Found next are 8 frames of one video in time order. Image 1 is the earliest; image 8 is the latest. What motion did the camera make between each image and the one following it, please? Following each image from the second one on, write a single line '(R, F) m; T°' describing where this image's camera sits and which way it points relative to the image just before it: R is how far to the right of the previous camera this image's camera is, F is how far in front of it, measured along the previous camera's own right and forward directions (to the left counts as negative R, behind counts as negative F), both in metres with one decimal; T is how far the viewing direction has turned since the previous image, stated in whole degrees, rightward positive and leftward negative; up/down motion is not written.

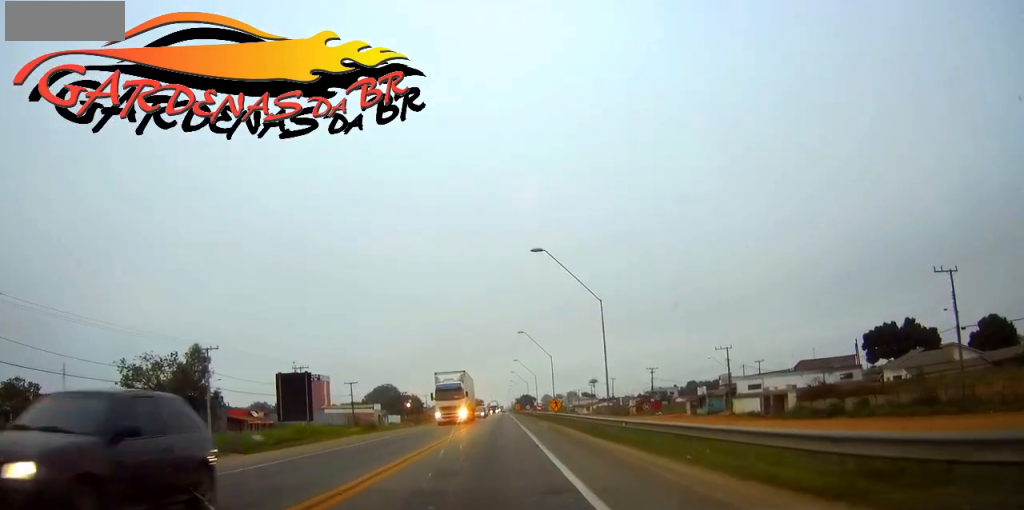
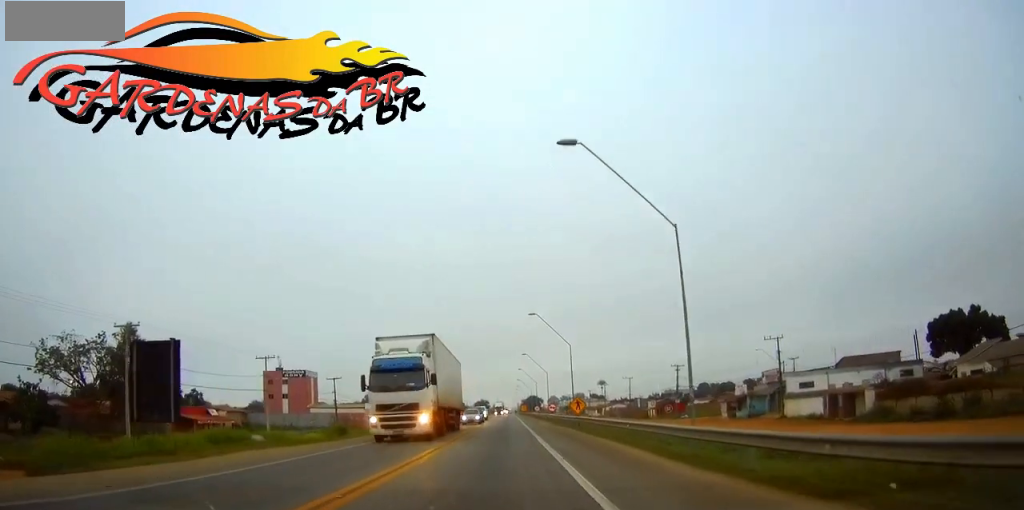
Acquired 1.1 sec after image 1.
(0.0, +16.0) m; 0°
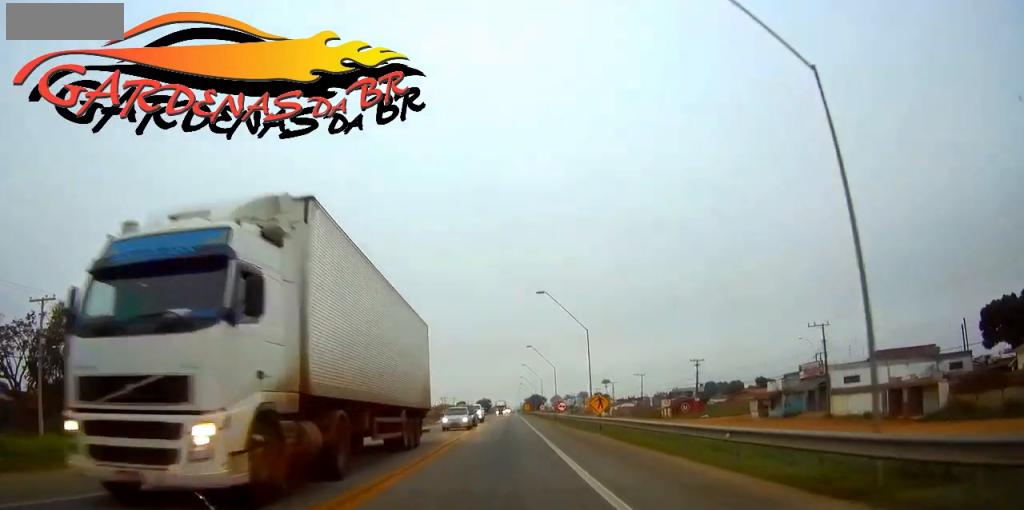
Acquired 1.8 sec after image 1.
(0.0, +11.2) m; 0°
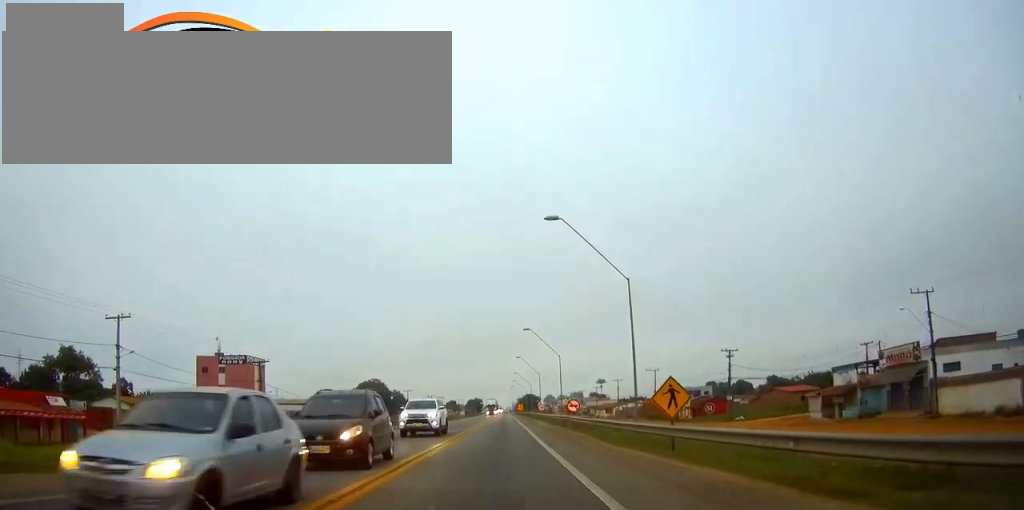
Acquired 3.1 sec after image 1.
(0.0, +19.9) m; 0°
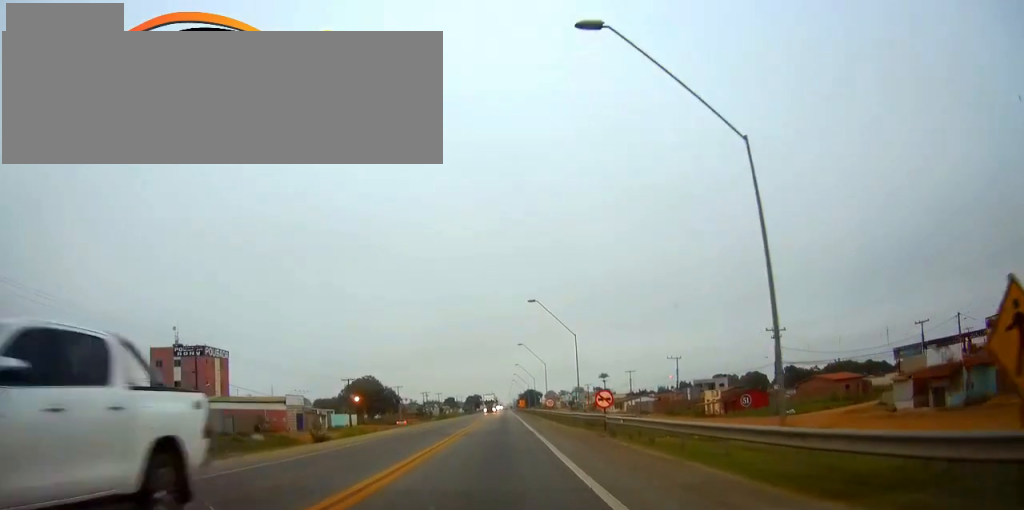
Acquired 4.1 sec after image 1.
(0.0, +16.4) m; 0°
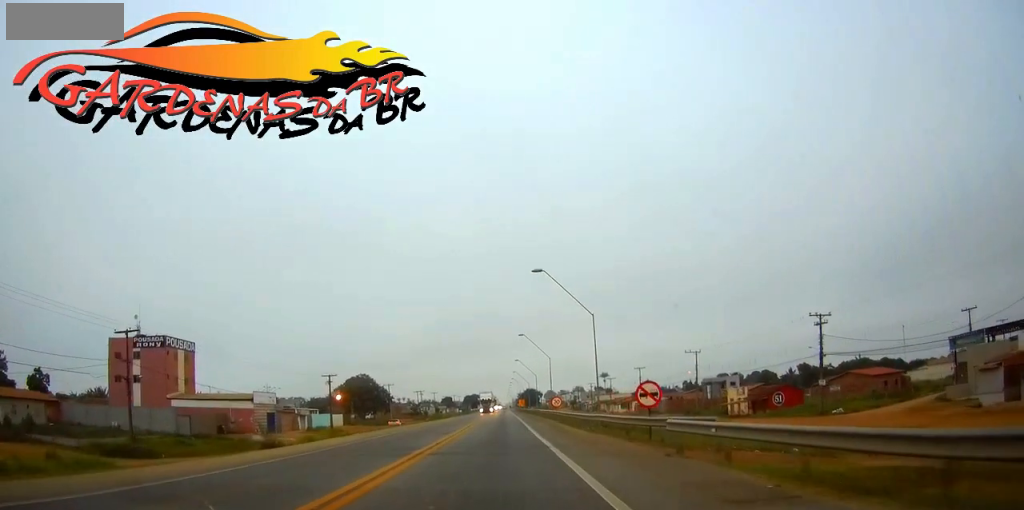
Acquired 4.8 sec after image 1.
(0.0, +11.7) m; 0°
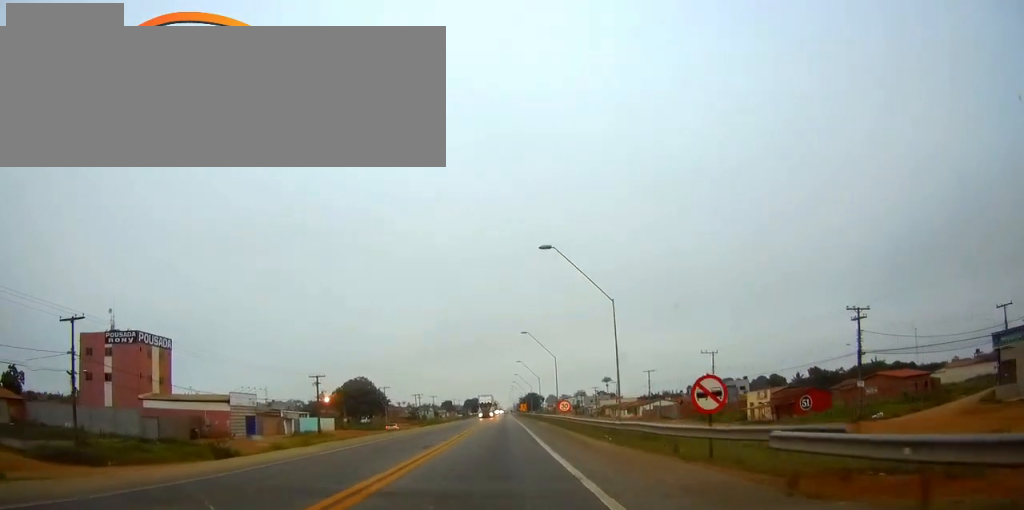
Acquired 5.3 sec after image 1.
(-0.1, +7.5) m; 0°
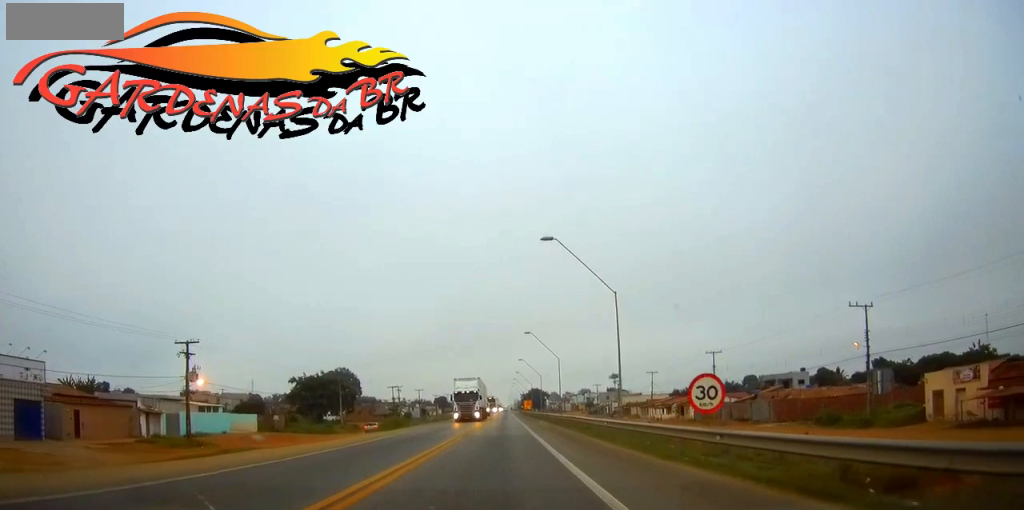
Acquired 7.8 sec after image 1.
(+0.1, +41.0) m; +1°
